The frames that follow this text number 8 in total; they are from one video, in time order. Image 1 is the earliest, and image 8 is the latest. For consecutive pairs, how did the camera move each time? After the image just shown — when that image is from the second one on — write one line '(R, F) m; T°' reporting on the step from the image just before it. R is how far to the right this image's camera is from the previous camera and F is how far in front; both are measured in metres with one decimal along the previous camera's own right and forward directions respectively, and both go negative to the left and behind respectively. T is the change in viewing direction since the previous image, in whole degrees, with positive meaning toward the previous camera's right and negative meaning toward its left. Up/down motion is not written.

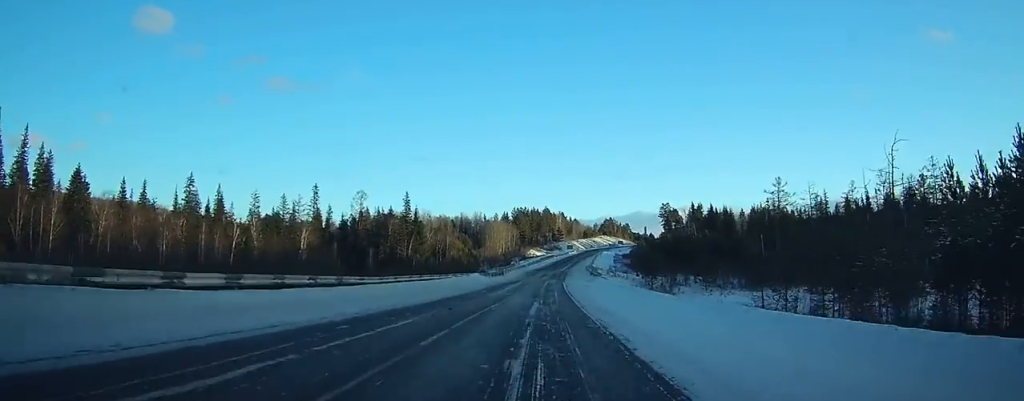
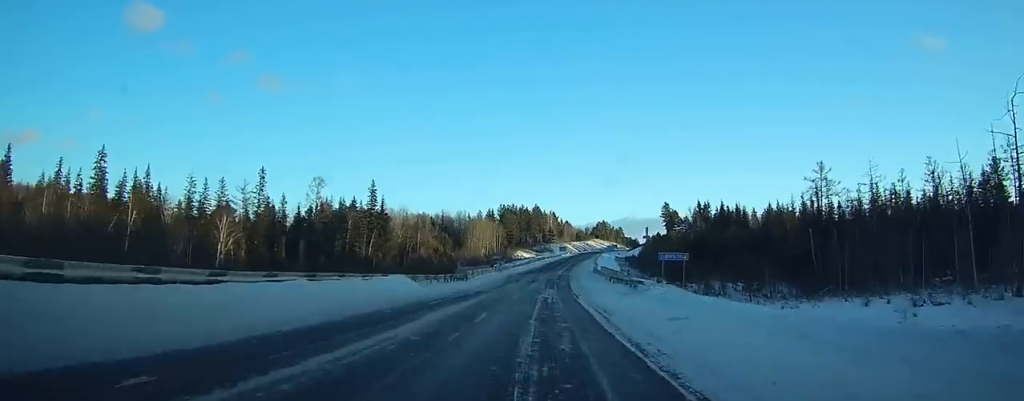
(+0.5, +31.7) m; +2°
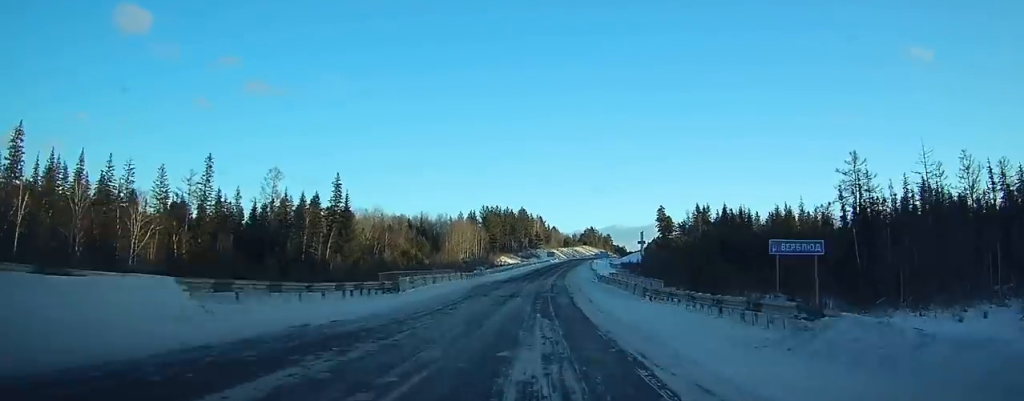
(-0.1, +21.2) m; +1°
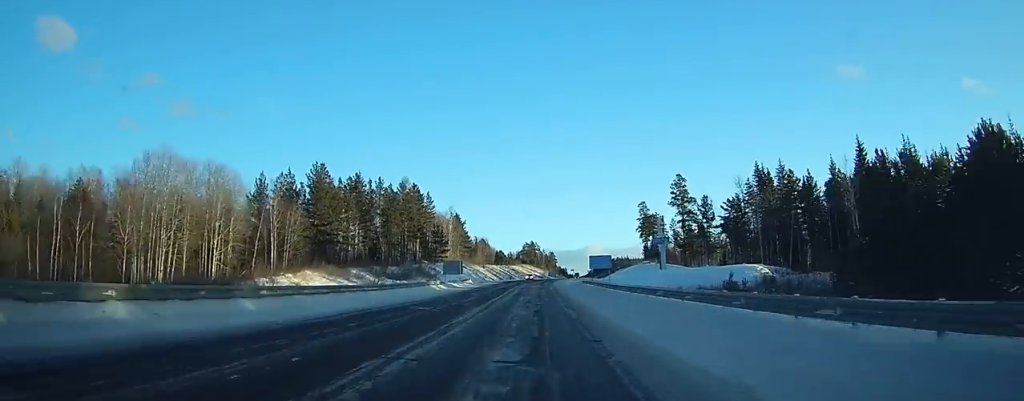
(+10.1, +133.4) m; +7°
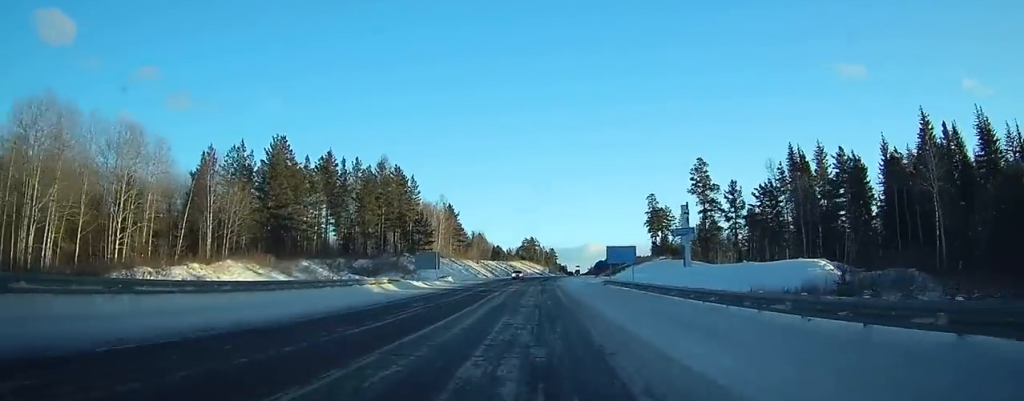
(+0.3, +18.4) m; 0°
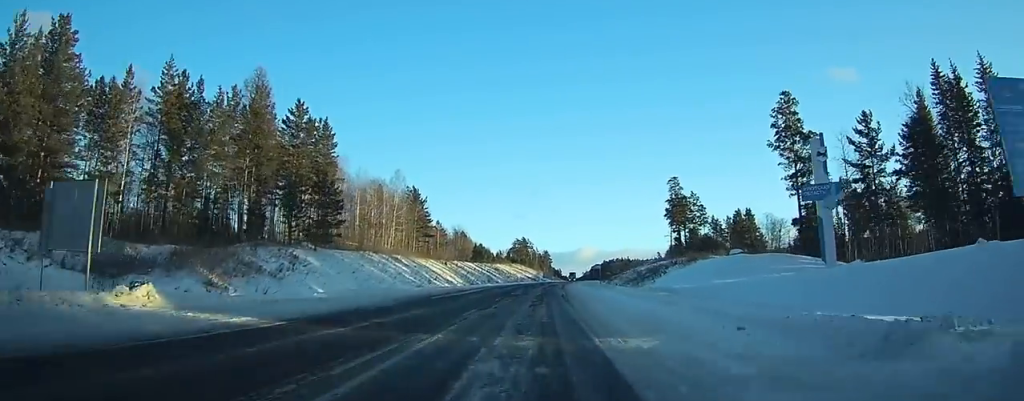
(+0.5, +49.9) m; +1°
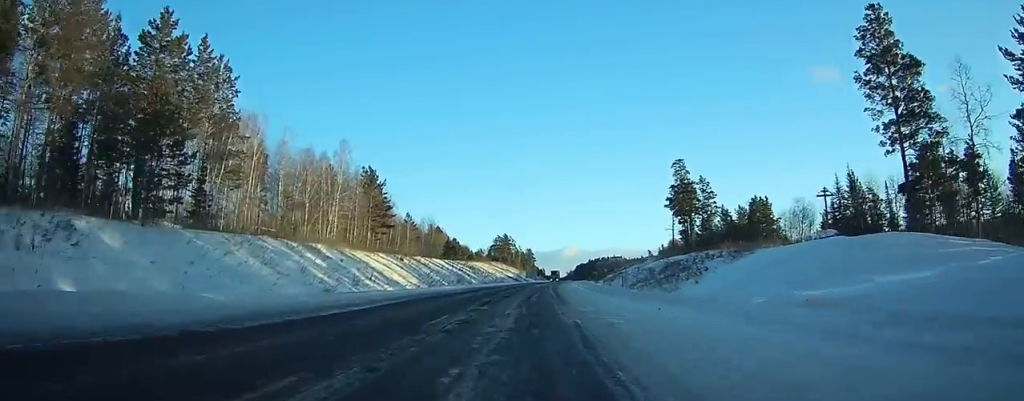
(+0.1, +28.2) m; +1°
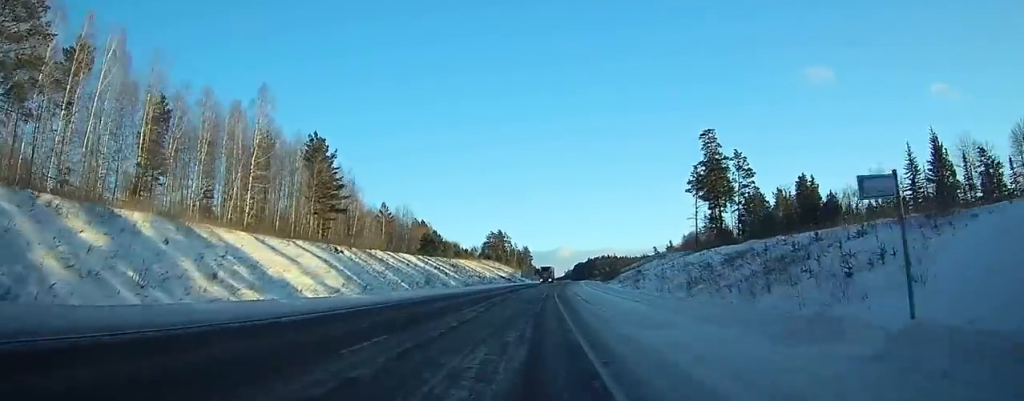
(+0.3, +31.8) m; +1°
